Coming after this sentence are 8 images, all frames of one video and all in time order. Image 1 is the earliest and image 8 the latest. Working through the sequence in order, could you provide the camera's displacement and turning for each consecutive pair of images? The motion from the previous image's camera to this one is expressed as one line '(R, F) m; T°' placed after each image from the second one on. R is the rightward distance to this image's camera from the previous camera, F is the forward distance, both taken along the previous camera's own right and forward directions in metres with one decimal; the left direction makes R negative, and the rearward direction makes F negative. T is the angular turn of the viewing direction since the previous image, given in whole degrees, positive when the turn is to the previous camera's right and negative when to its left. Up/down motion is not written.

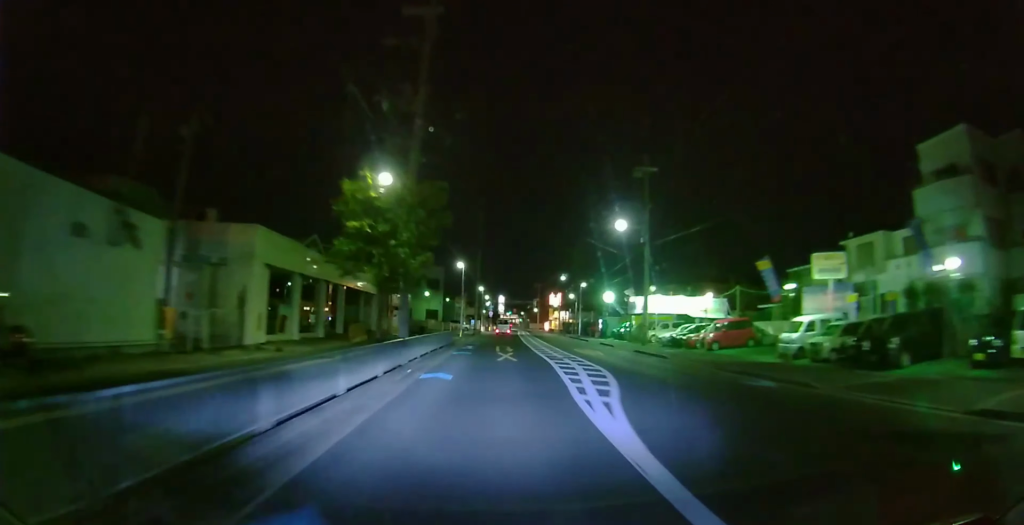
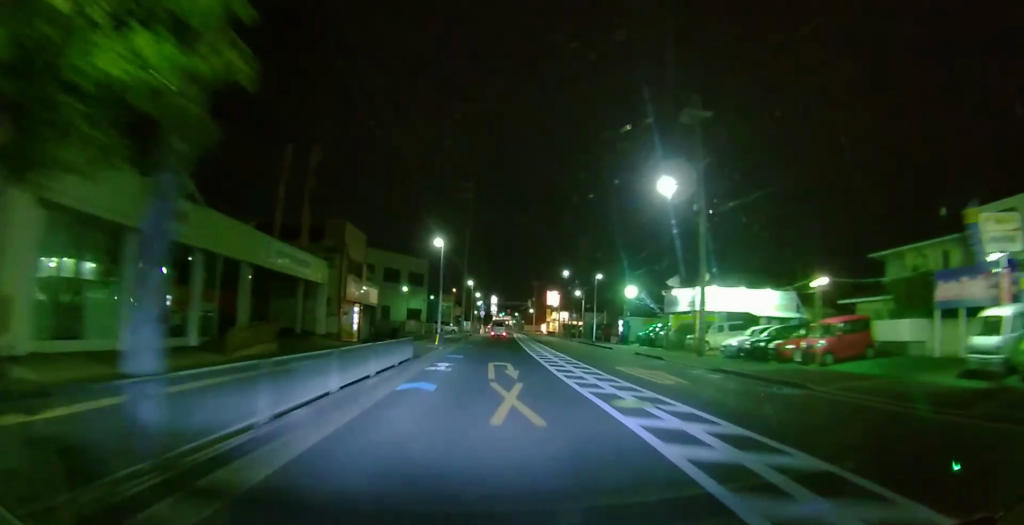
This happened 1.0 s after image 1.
(0.0, +11.4) m; +1°
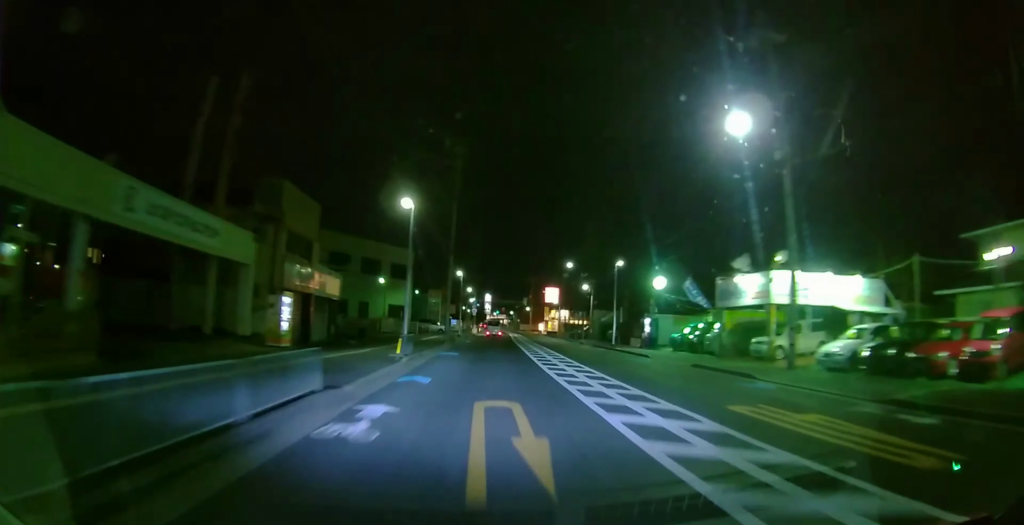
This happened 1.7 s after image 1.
(+0.1, +9.0) m; 0°
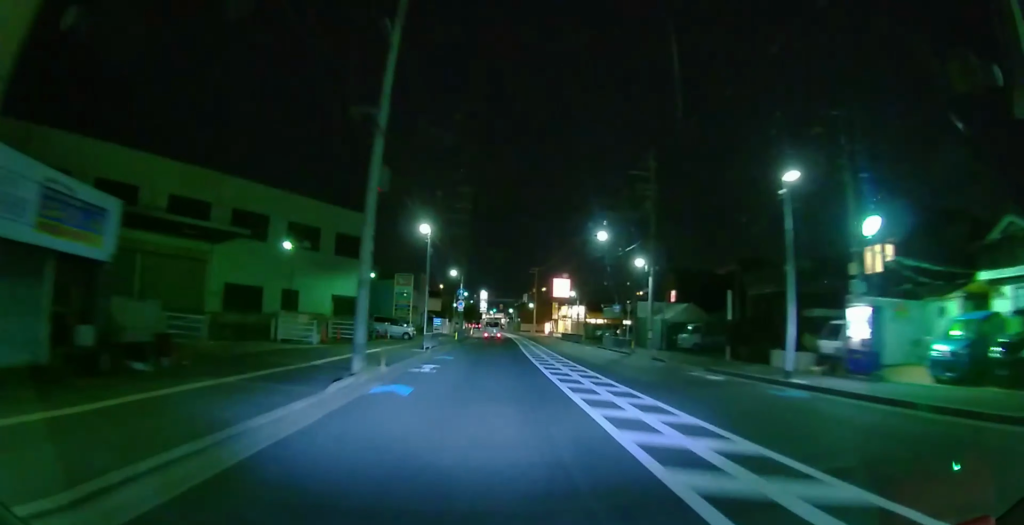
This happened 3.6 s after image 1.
(0.0, +21.1) m; 0°
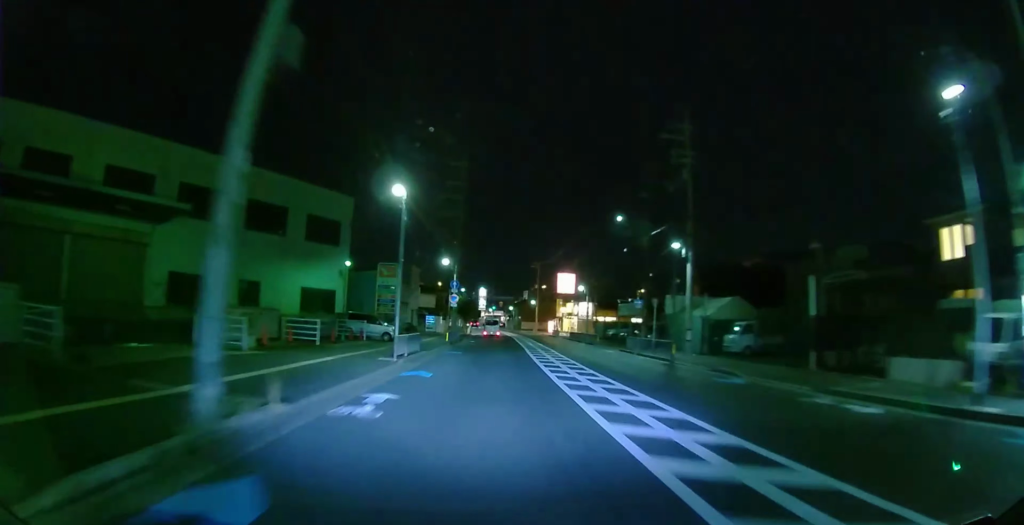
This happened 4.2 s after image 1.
(0.0, +7.0) m; 0°
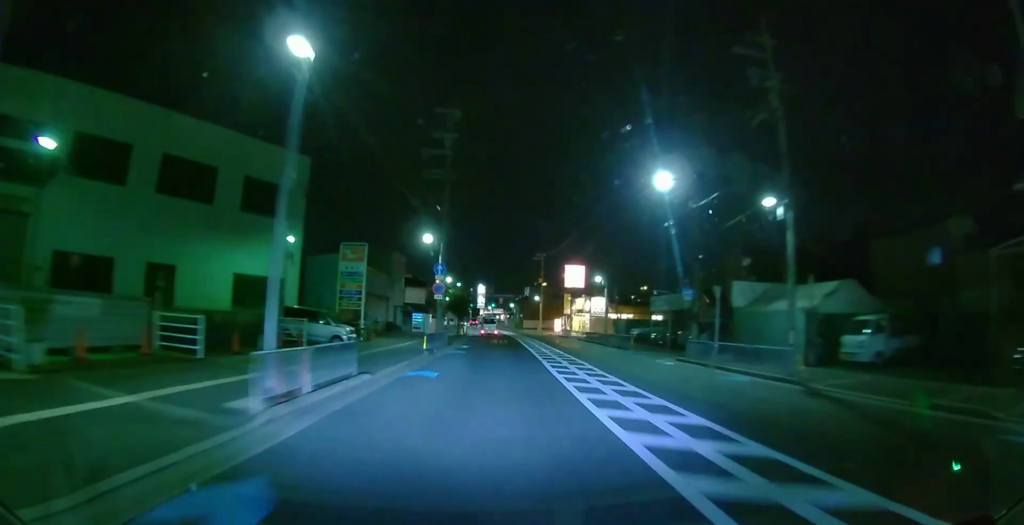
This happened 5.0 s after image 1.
(0.0, +9.7) m; 0°
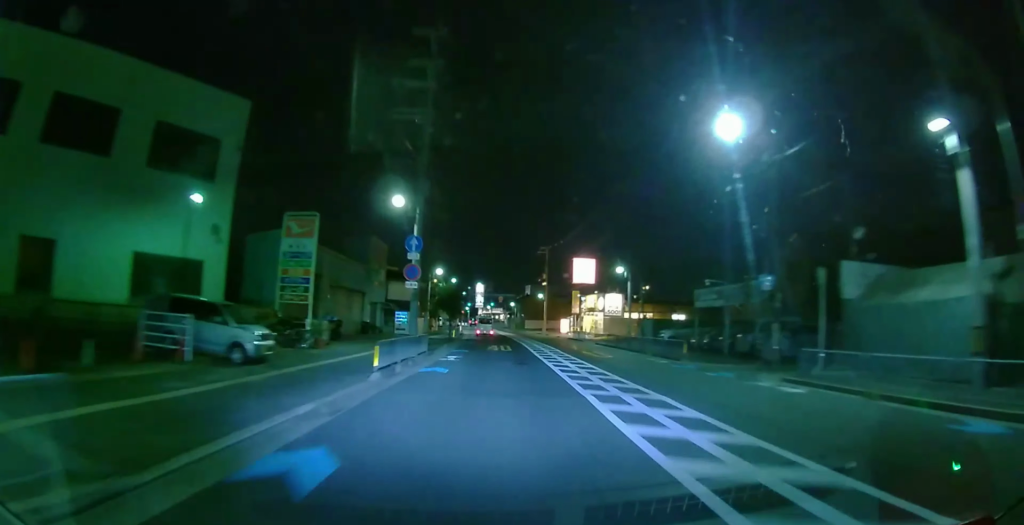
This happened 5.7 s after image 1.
(0.0, +8.4) m; 0°
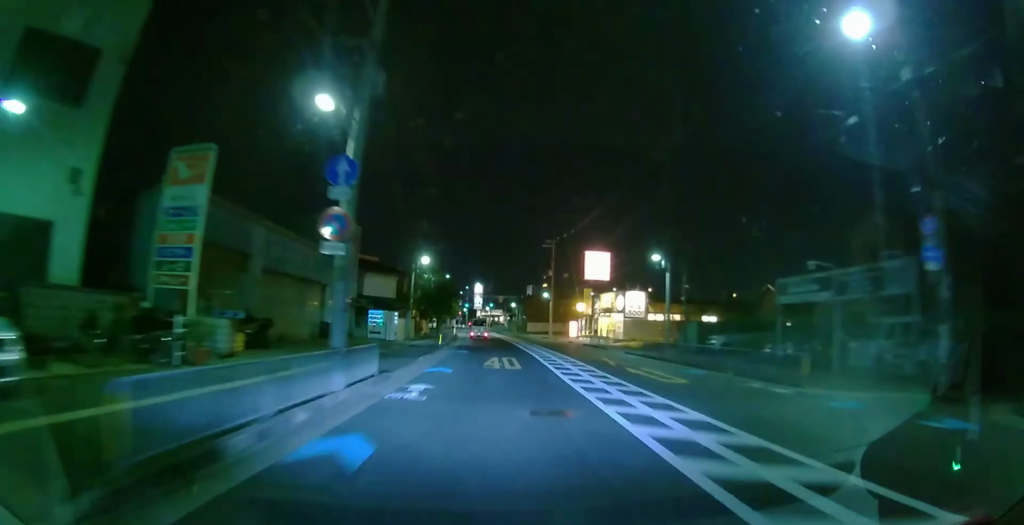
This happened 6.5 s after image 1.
(0.0, +8.8) m; 0°
